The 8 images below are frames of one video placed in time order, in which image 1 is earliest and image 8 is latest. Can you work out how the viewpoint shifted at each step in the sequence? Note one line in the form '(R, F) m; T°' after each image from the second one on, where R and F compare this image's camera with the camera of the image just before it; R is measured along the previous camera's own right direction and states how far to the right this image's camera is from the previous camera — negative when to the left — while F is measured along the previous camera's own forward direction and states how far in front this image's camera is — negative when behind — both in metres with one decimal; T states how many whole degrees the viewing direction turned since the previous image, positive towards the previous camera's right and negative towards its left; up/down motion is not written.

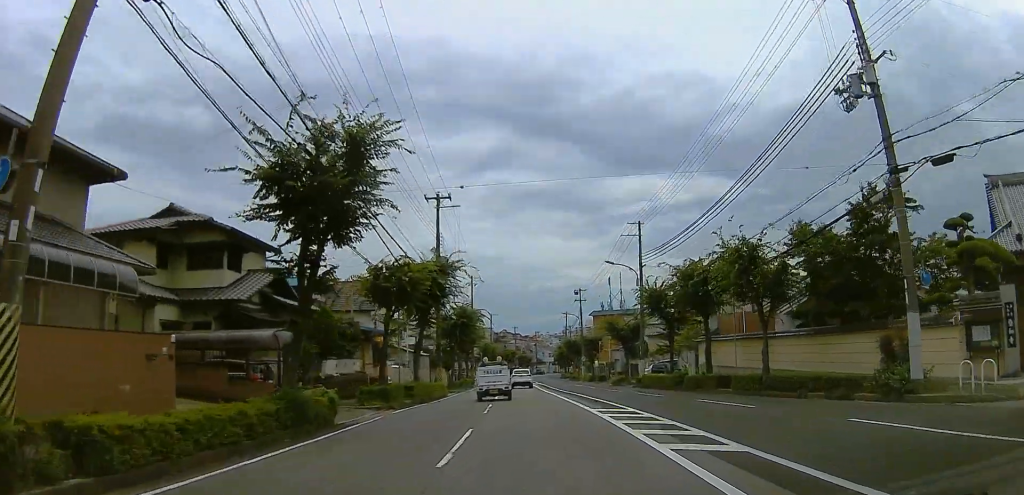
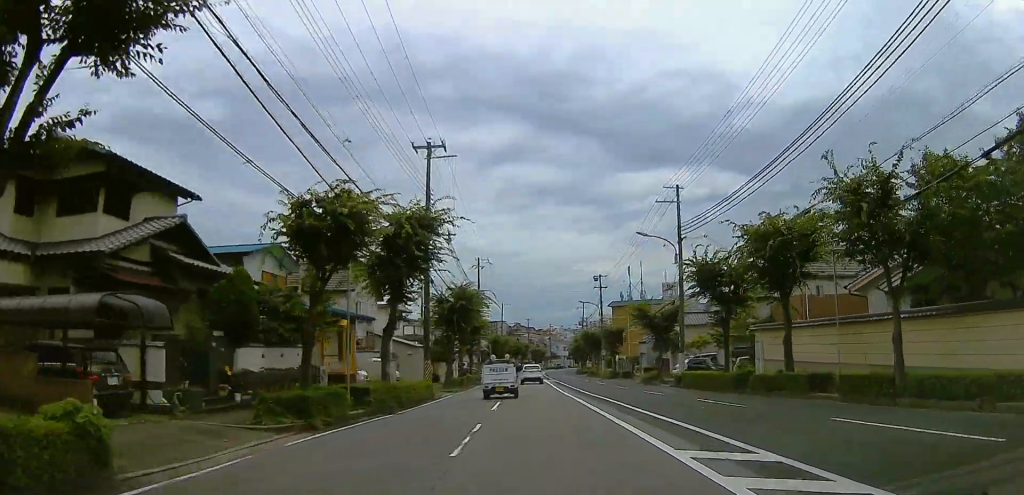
(-0.5, +8.8) m; 0°
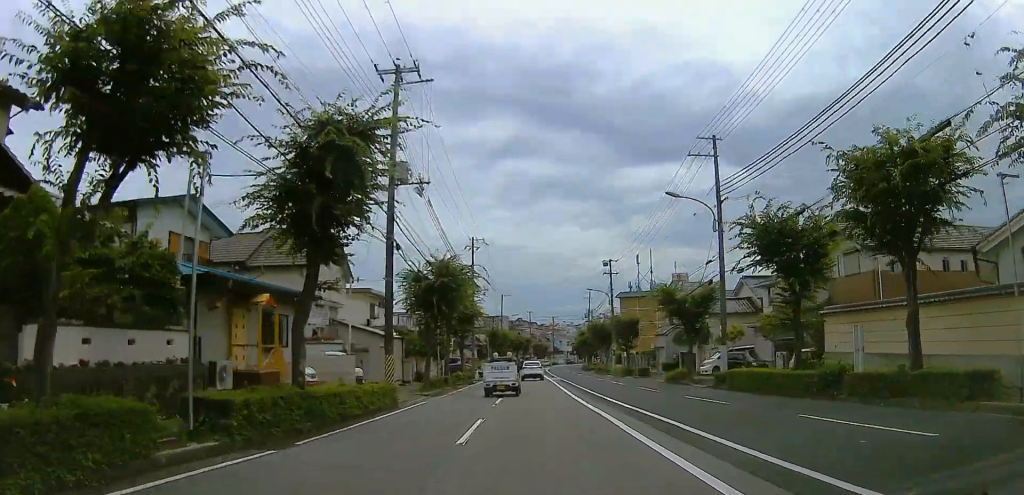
(+0.6, +8.4) m; 0°
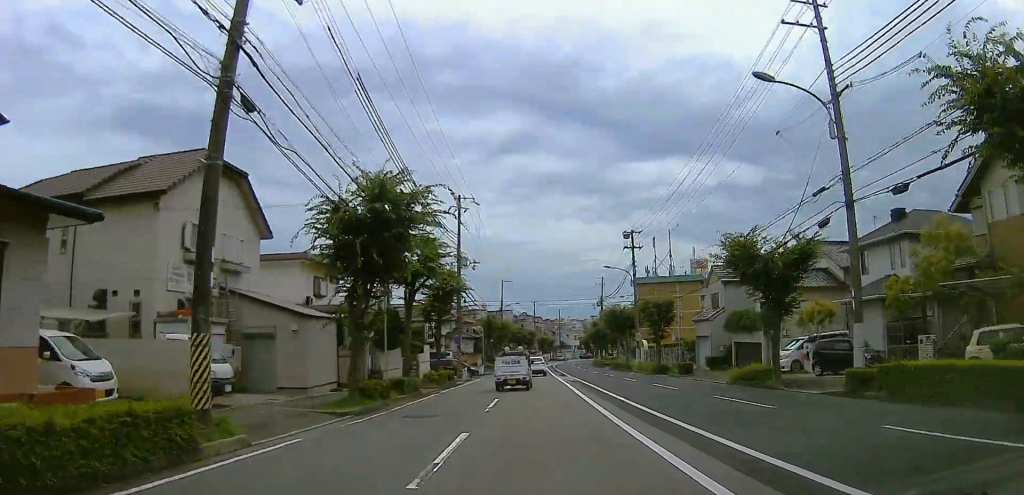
(-0.3, +13.1) m; 0°
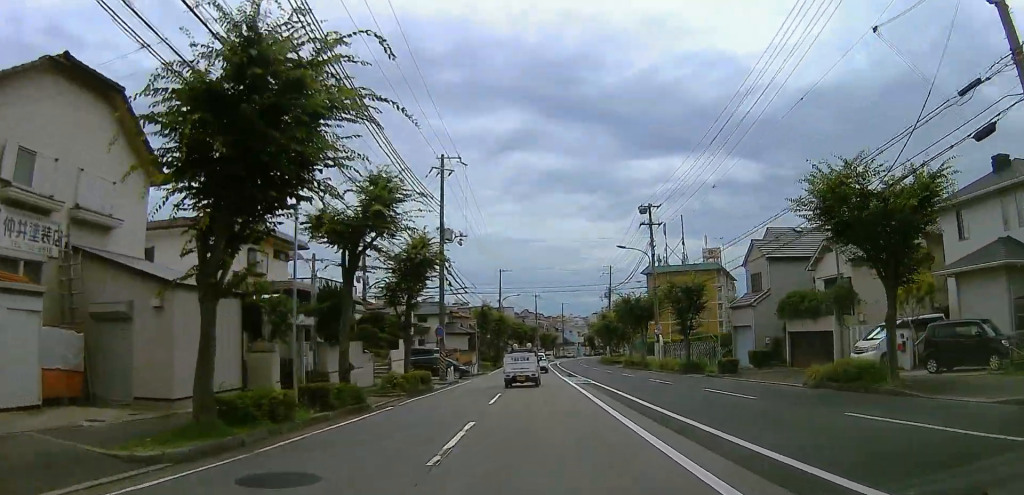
(-0.4, +8.4) m; 0°
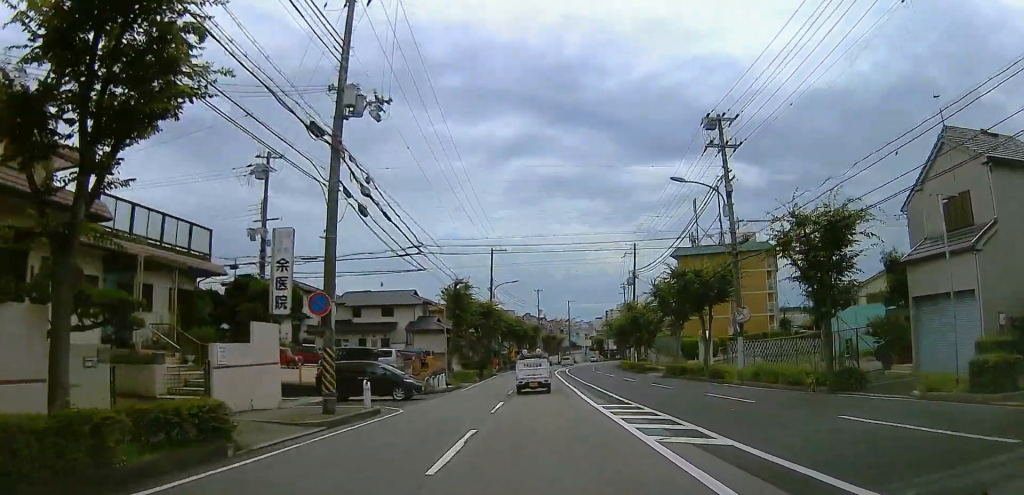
(+0.5, +18.9) m; -2°
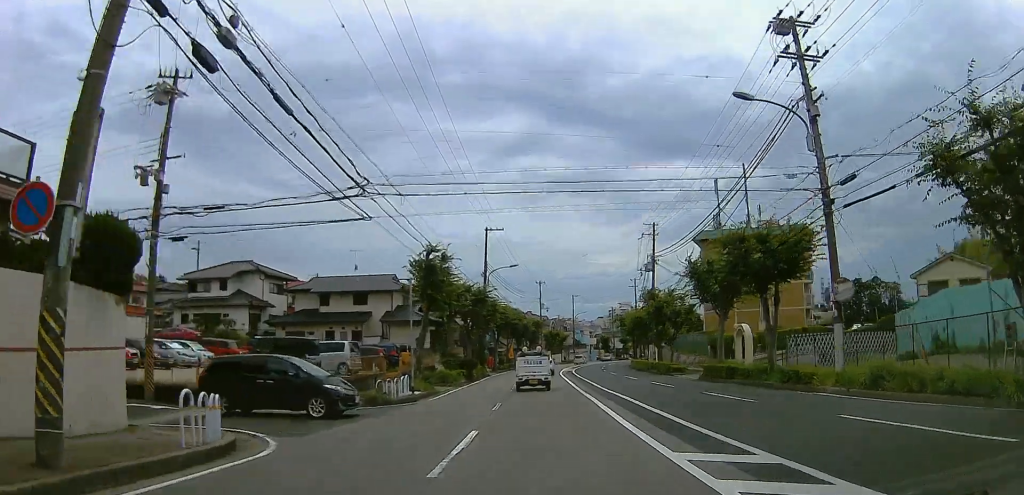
(-0.5, +9.7) m; -2°
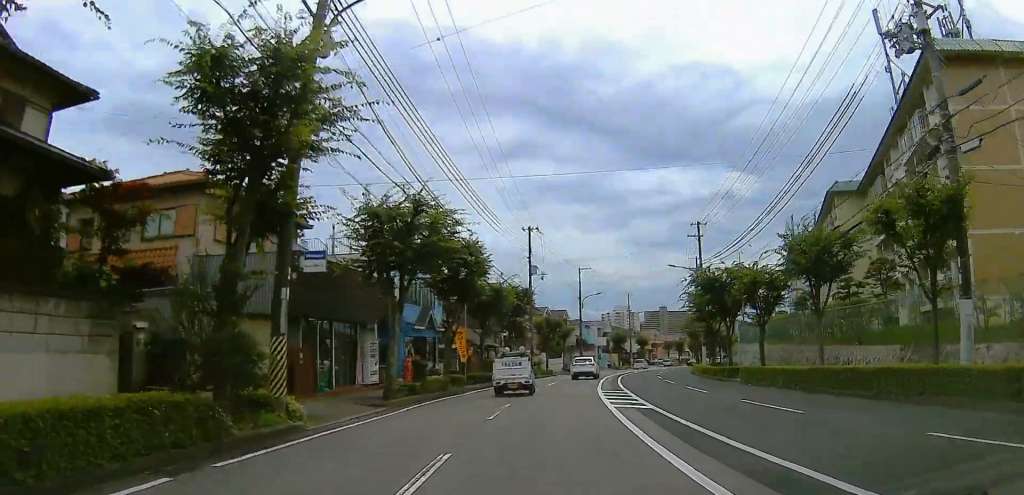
(+2.5, +45.5) m; +4°
